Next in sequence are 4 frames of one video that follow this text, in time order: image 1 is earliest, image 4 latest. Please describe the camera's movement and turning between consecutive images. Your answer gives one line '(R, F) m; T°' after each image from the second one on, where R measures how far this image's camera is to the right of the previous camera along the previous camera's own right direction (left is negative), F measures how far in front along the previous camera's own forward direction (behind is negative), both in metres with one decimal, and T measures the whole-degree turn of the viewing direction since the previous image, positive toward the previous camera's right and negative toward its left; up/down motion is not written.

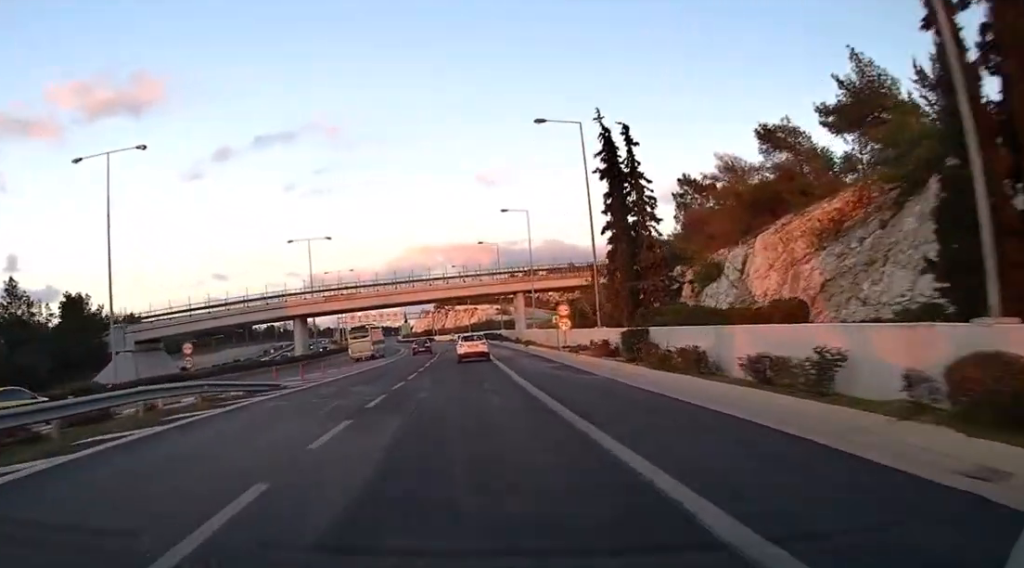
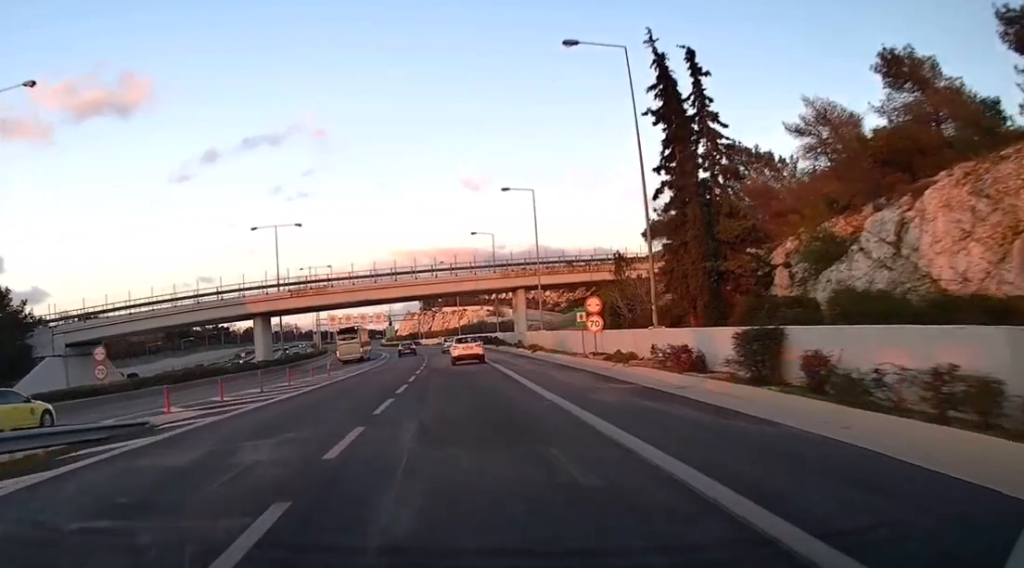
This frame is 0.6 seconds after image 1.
(+0.3, +13.5) m; +2°
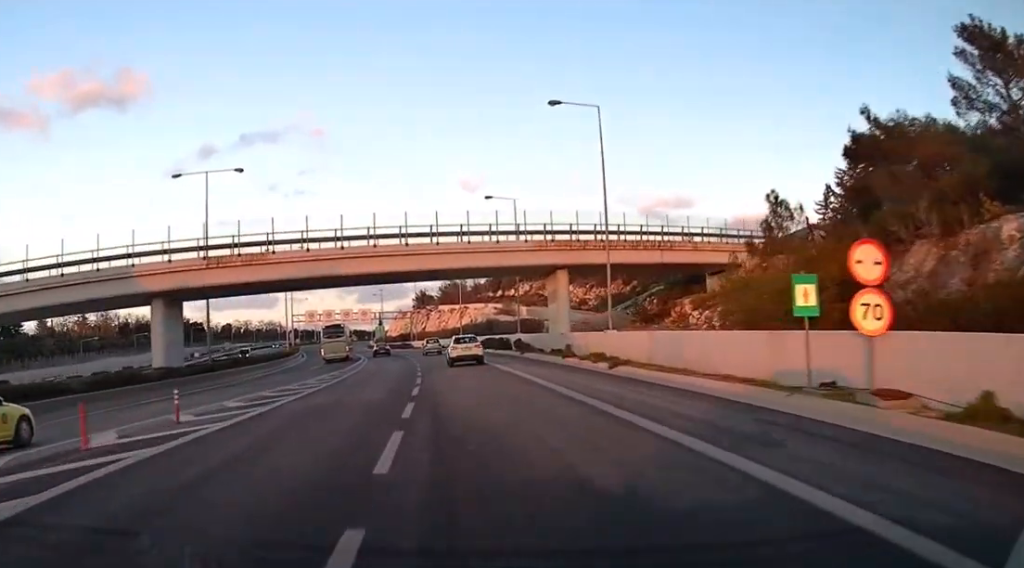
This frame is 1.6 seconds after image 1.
(+0.6, +25.2) m; +3°
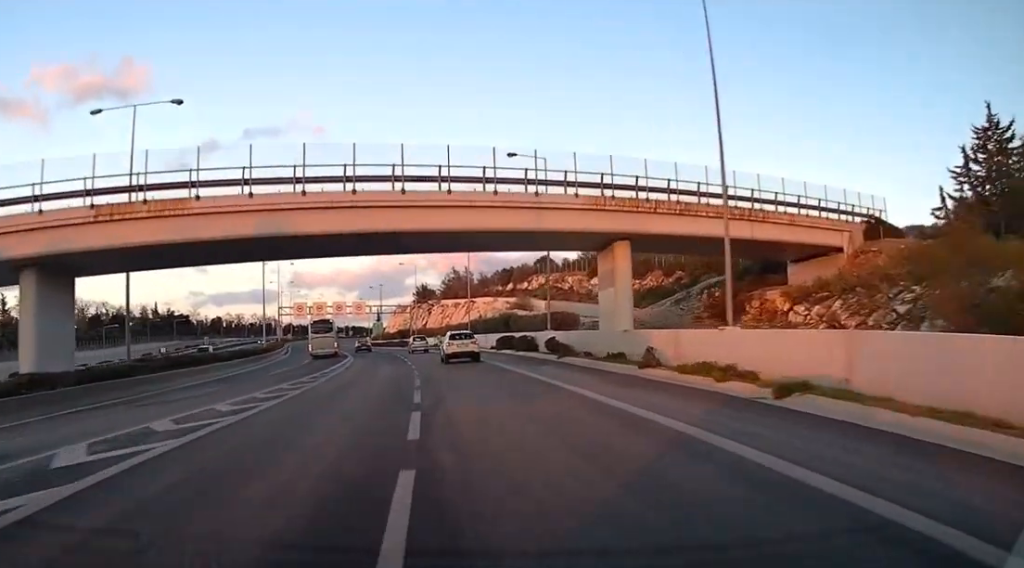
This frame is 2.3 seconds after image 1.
(+0.3, +15.6) m; +1°
